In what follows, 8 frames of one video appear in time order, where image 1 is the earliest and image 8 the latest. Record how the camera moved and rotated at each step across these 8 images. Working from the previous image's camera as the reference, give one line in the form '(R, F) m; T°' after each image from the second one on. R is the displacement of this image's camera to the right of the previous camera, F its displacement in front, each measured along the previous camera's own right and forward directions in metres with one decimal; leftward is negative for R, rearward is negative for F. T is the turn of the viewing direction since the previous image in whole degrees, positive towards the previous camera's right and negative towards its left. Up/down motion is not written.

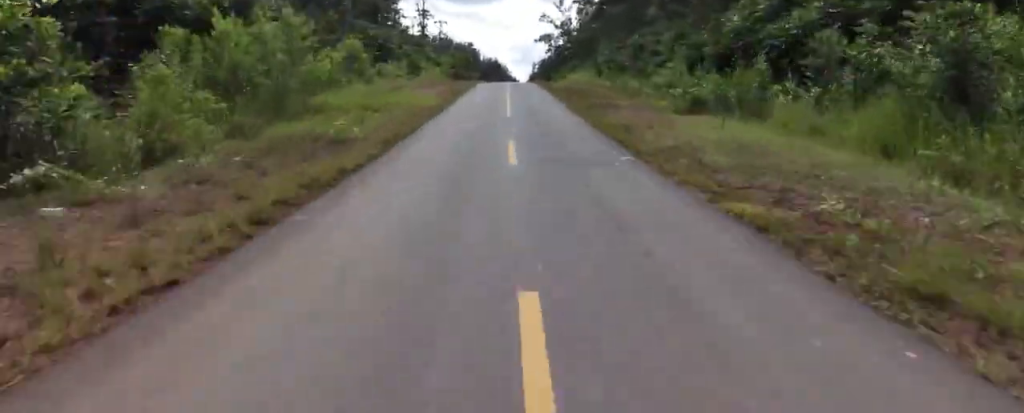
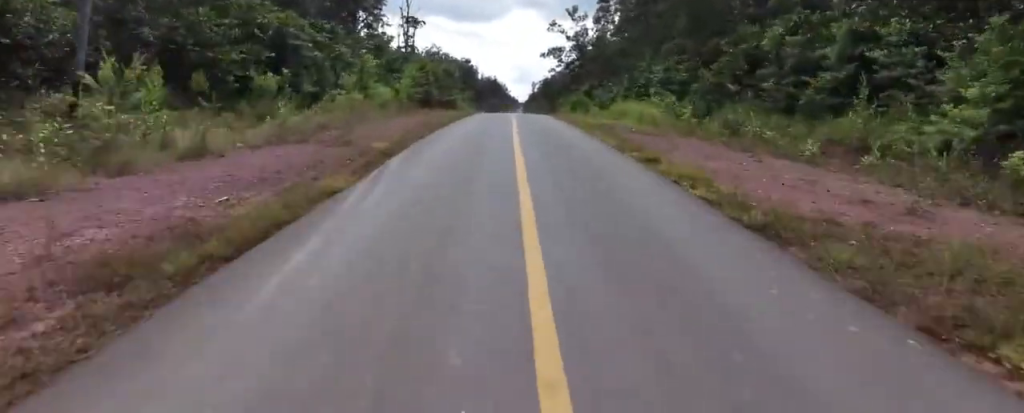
(-0.2, +28.2) m; 0°
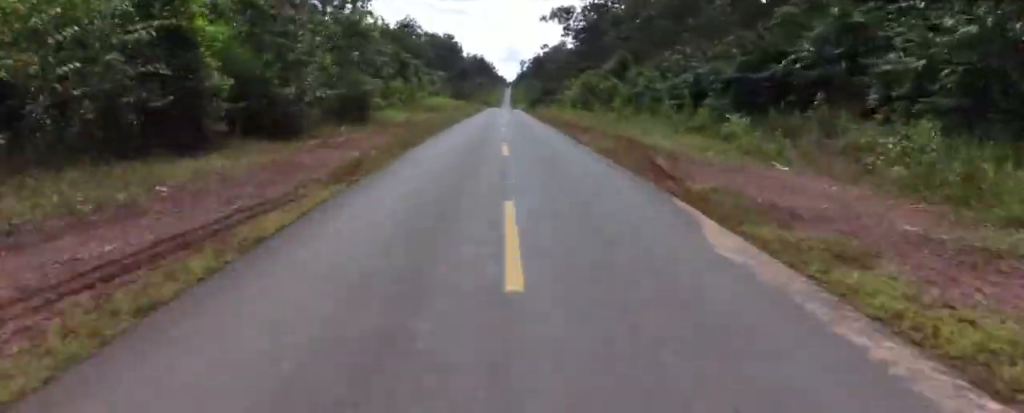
(-0.3, +34.5) m; 0°
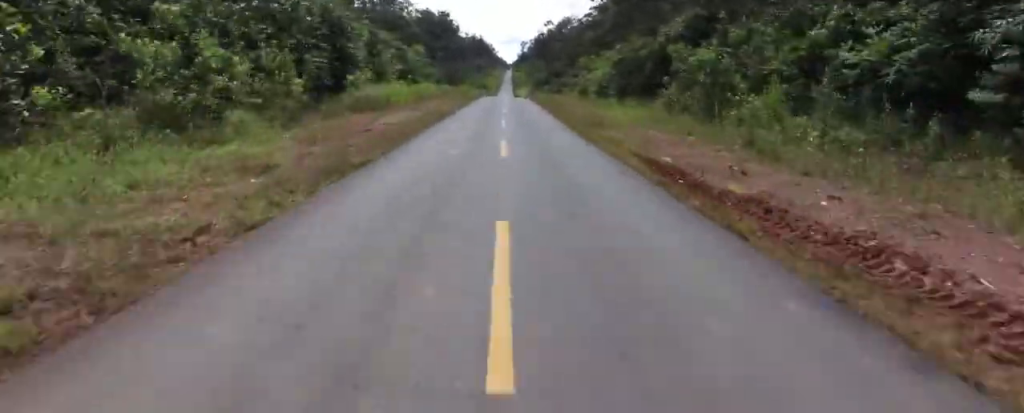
(+1.0, +26.5) m; +1°
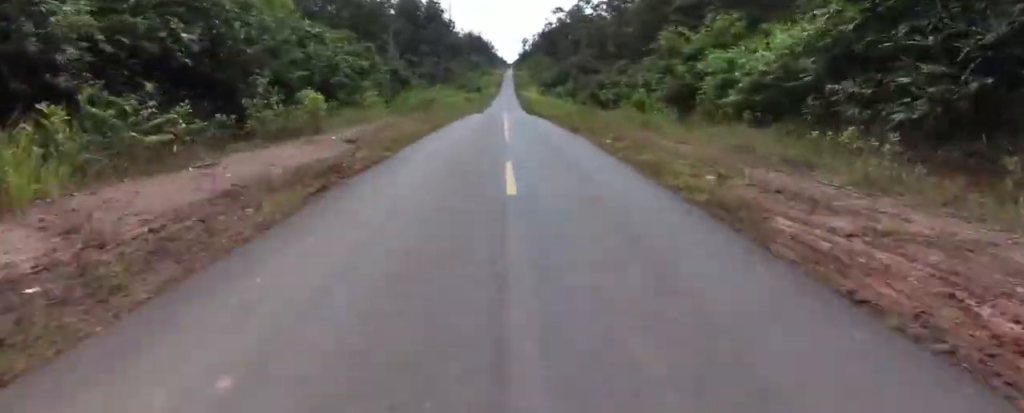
(-0.9, +43.7) m; -2°
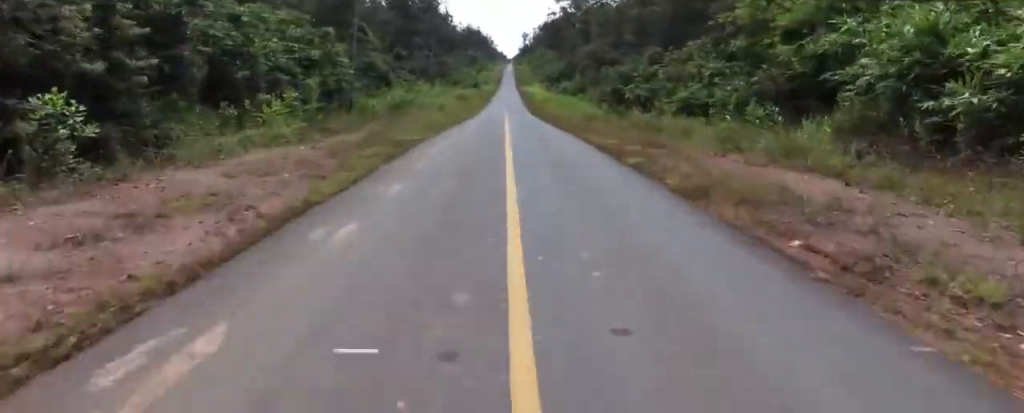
(+0.2, +13.7) m; -1°
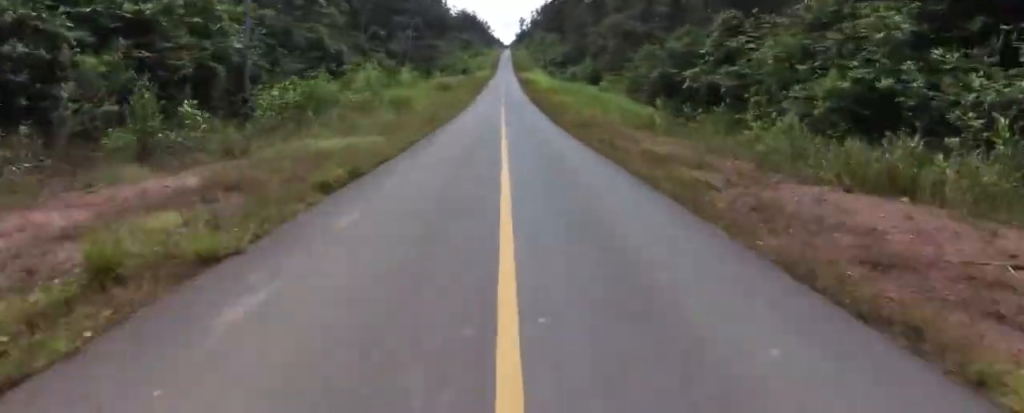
(-0.5, +20.0) m; +1°
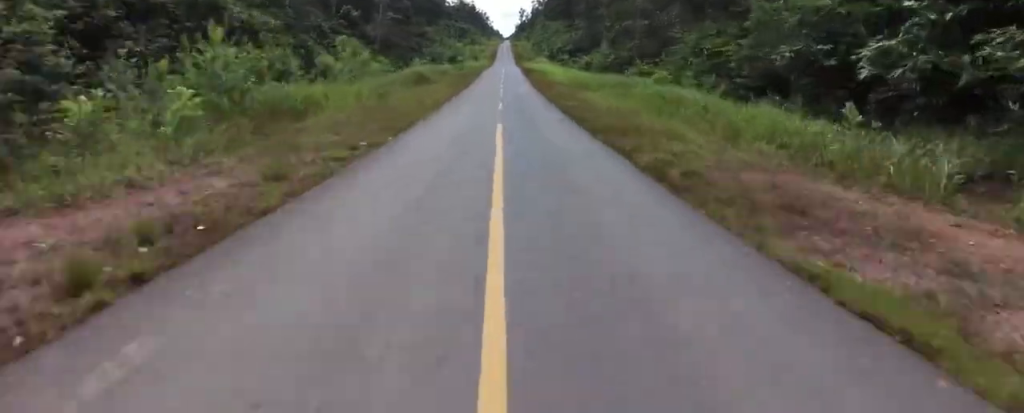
(+0.1, +18.2) m; +1°
